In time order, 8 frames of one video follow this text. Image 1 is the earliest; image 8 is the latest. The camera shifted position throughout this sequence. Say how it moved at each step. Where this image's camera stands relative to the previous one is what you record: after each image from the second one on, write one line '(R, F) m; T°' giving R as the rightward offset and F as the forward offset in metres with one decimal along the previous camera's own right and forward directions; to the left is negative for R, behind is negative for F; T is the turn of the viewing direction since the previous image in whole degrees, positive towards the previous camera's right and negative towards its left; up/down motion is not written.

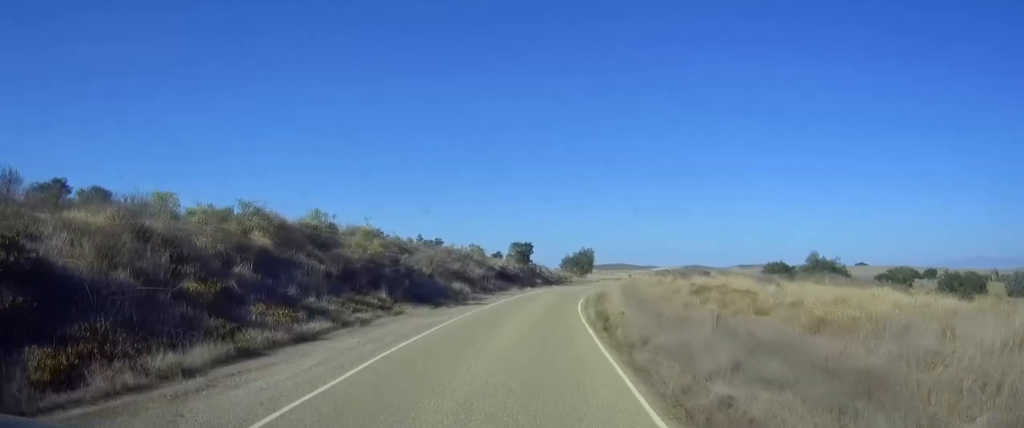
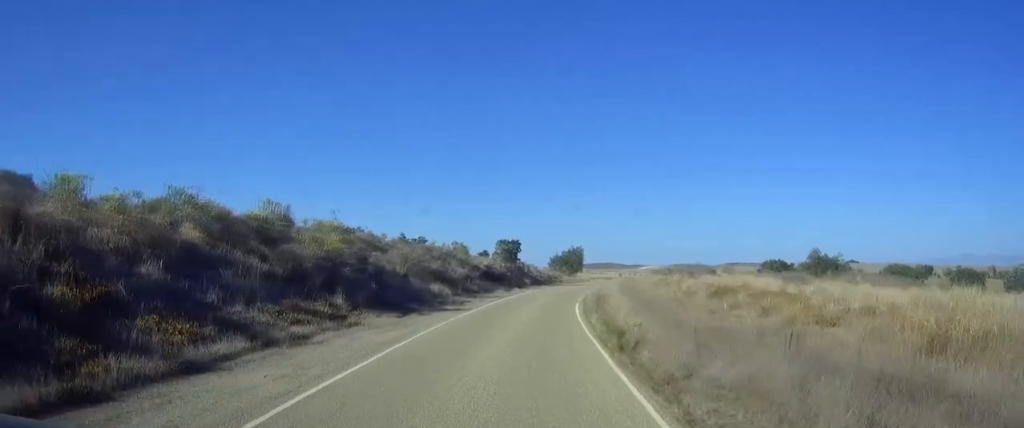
(-0.1, +4.3) m; +2°
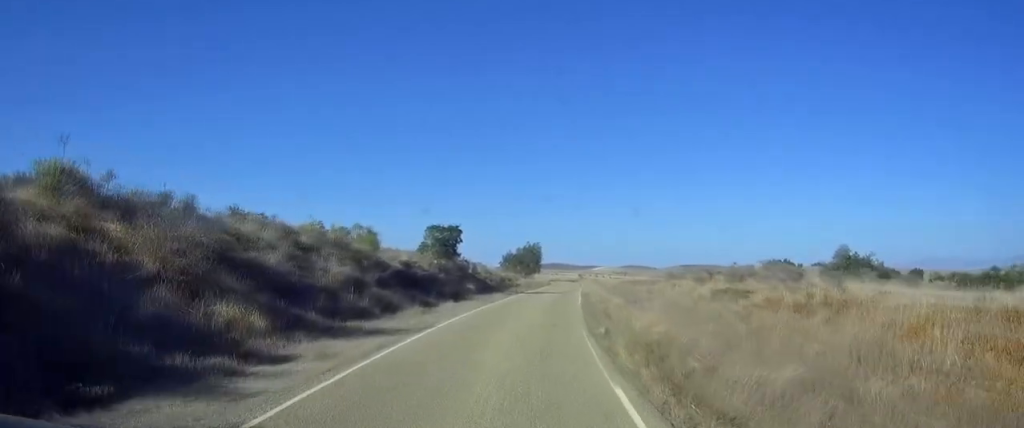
(+1.9, +20.0) m; +8°
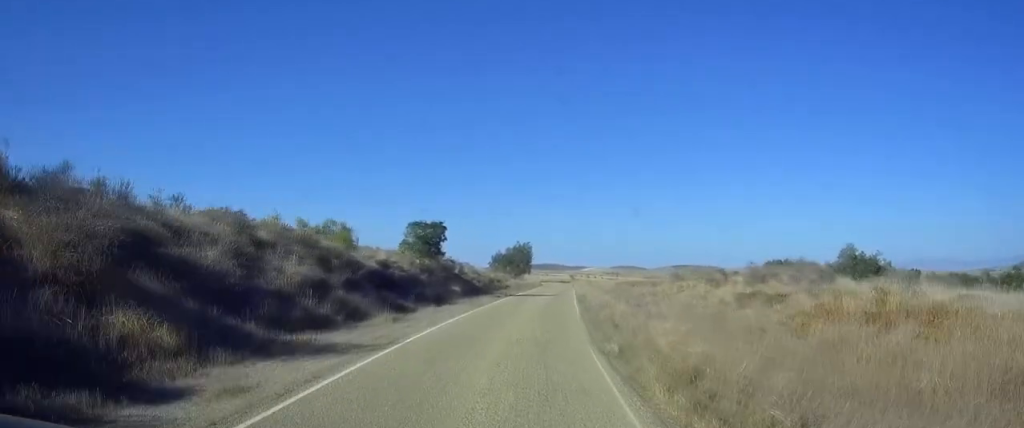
(0.0, +3.4) m; +1°
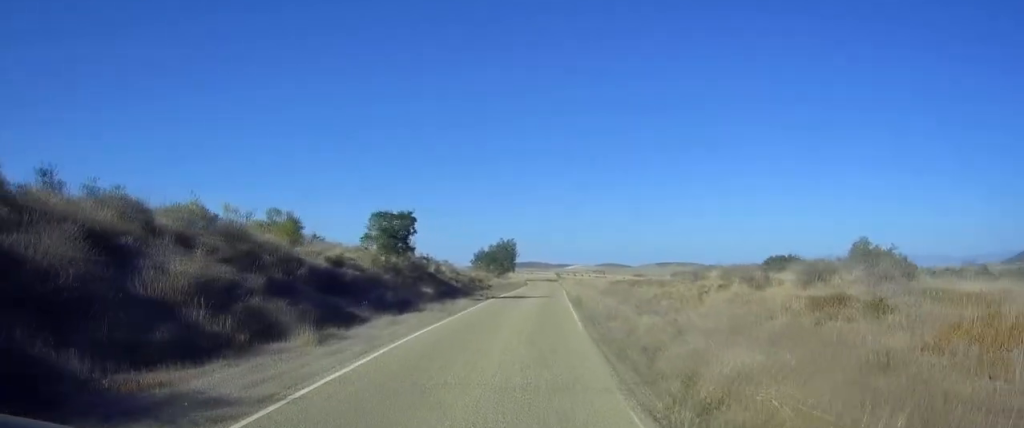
(+0.1, +5.6) m; 0°
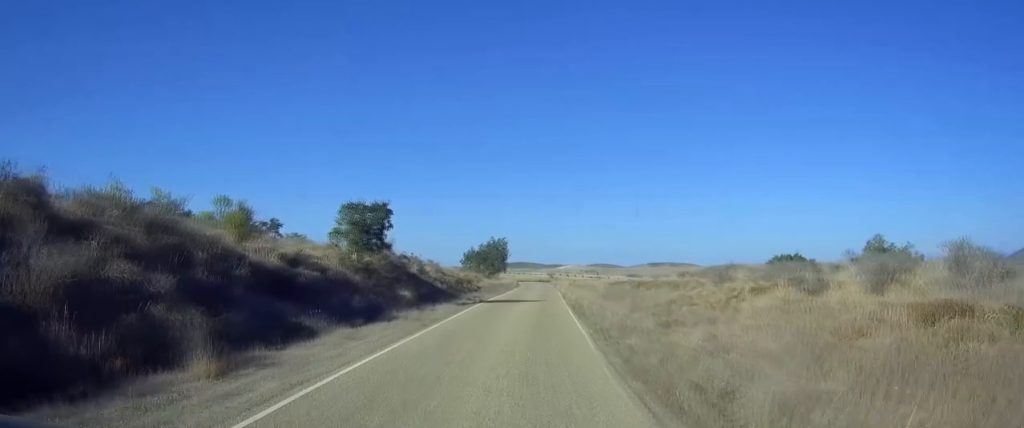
(0.0, +4.1) m; +1°
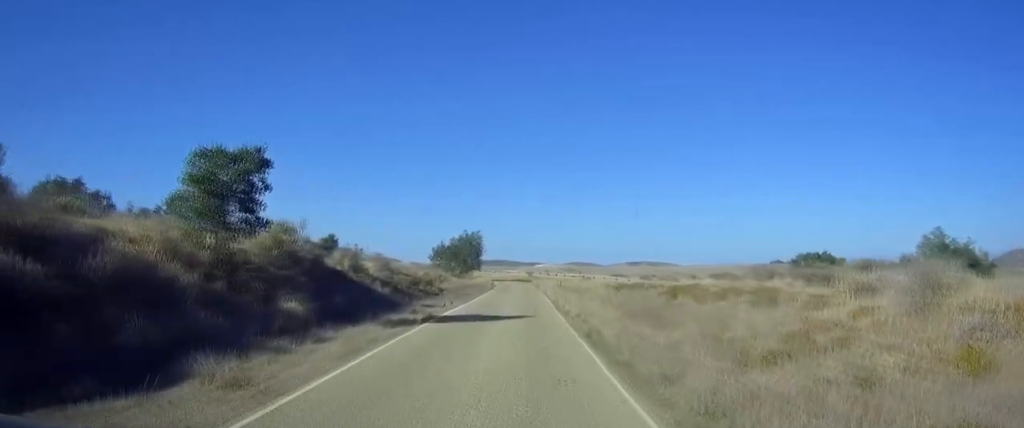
(+0.4, +12.2) m; +3°
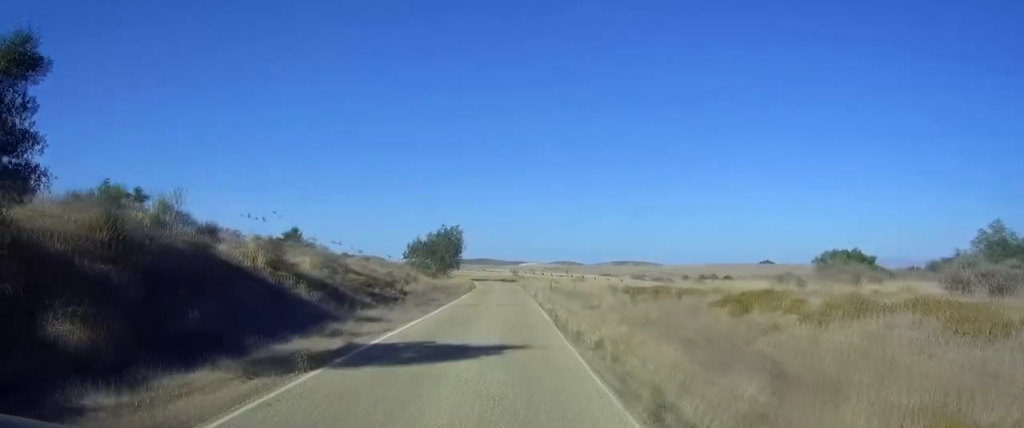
(-0.1, +8.8) m; 0°
